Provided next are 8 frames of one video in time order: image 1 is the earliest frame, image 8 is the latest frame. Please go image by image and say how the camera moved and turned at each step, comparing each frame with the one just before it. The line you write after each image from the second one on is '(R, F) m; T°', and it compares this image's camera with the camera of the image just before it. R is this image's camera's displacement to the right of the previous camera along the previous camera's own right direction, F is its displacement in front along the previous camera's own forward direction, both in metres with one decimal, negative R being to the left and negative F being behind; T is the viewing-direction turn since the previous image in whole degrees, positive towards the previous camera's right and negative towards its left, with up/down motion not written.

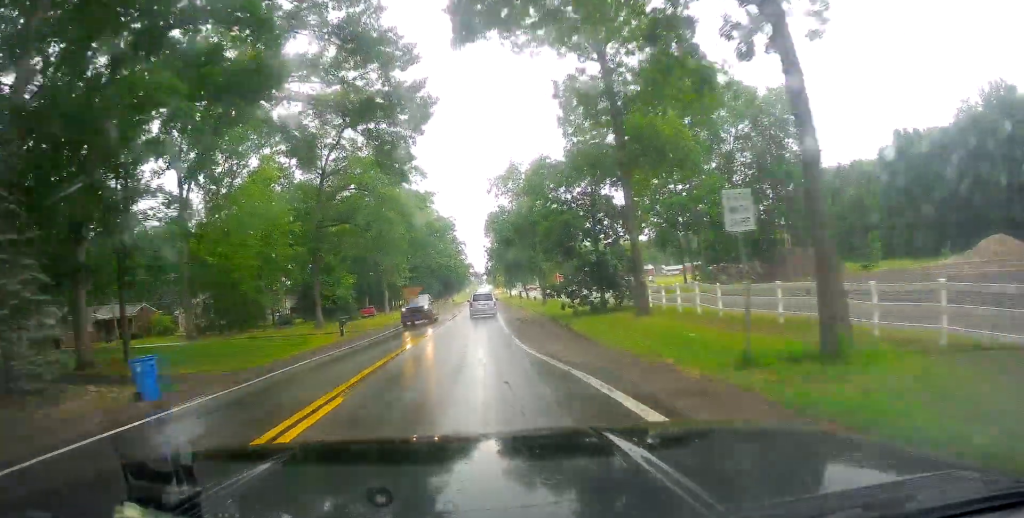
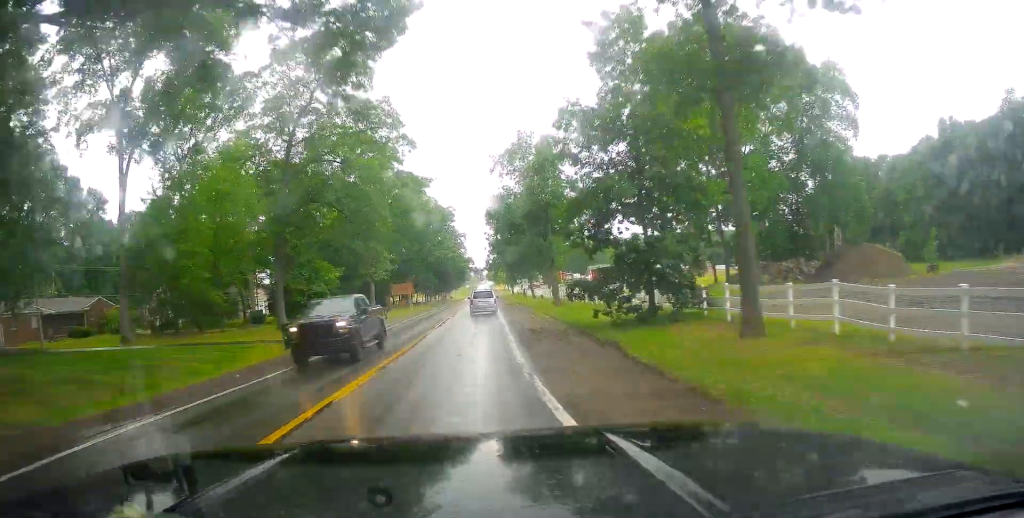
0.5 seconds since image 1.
(0.0, +10.6) m; 0°
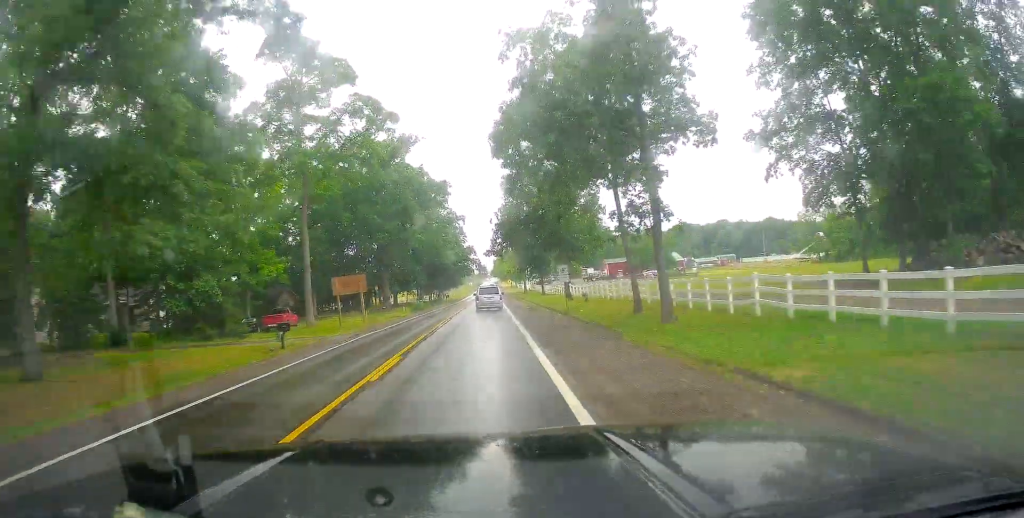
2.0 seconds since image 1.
(-0.1, +28.3) m; 0°
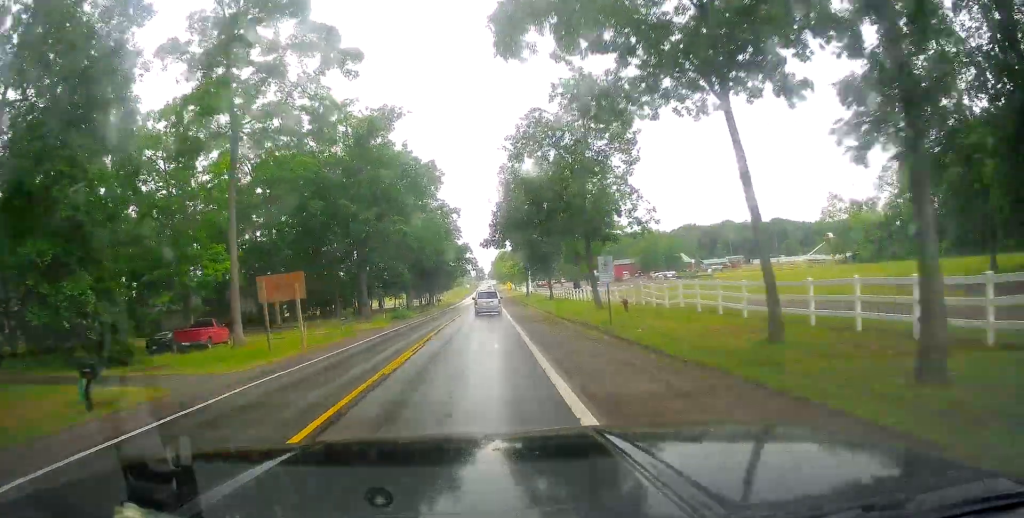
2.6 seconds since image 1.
(0.0, +13.3) m; +1°
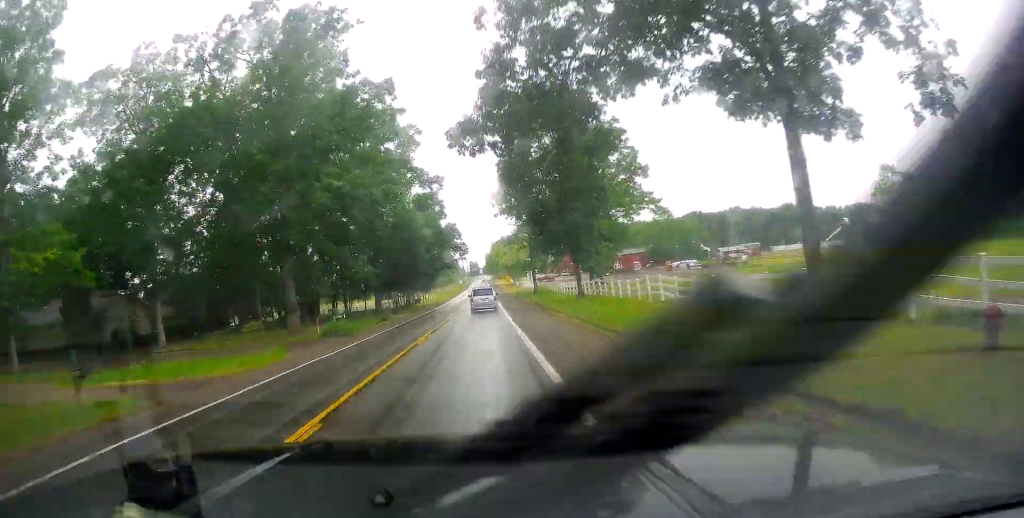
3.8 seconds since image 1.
(+0.5, +24.2) m; +2°
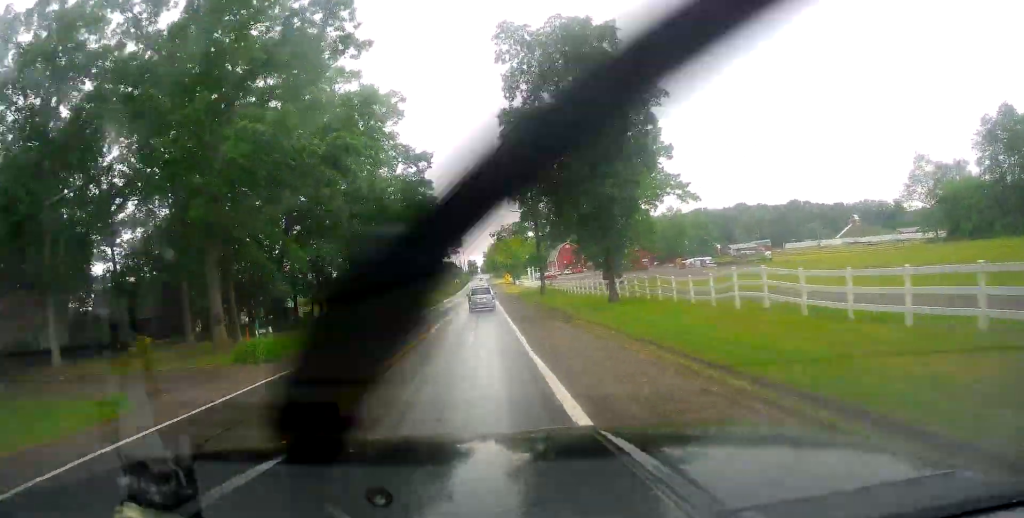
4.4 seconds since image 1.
(0.0, +12.3) m; -1°
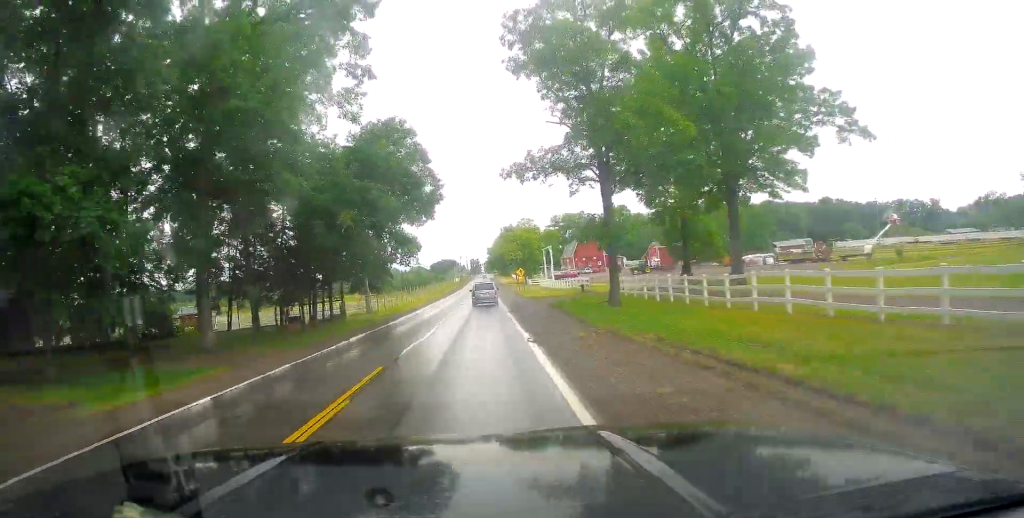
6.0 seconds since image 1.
(-0.8, +33.0) m; -2°
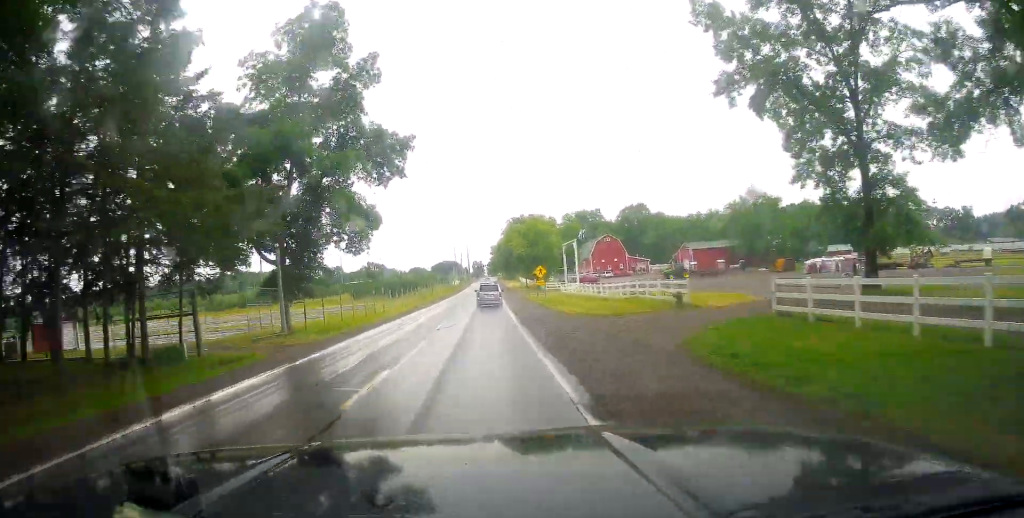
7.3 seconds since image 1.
(+0.3, +25.7) m; +1°
